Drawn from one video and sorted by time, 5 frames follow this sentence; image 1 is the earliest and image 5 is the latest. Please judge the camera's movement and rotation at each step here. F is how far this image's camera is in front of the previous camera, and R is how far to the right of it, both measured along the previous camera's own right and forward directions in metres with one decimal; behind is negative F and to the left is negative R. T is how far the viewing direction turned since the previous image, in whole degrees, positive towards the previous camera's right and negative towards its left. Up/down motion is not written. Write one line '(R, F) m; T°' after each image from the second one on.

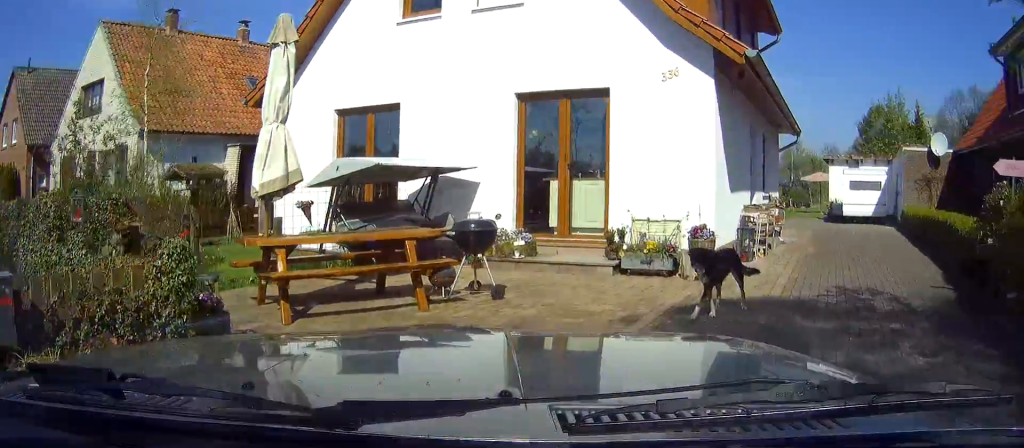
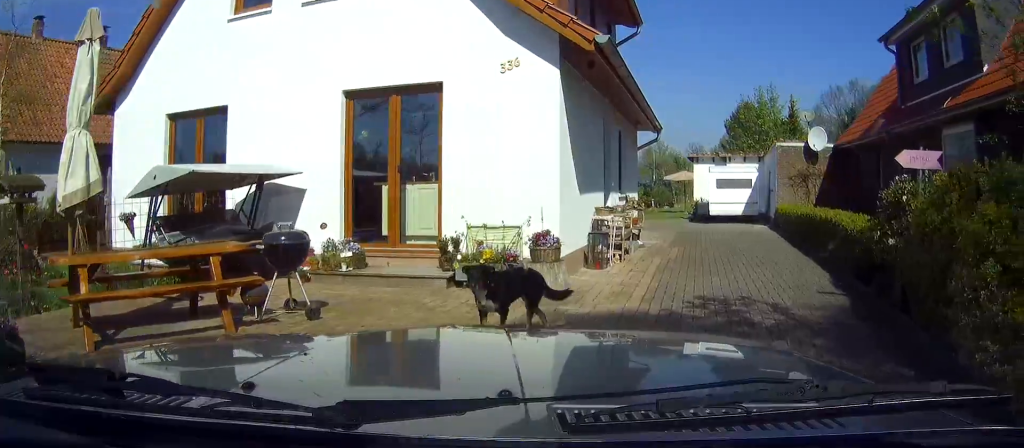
(0.0, +1.0) m; +12°
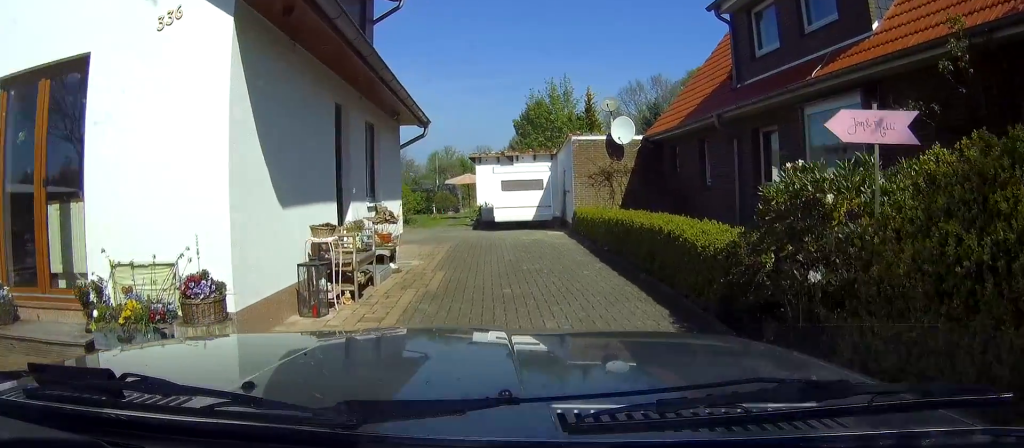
(+0.8, +3.0) m; +17°
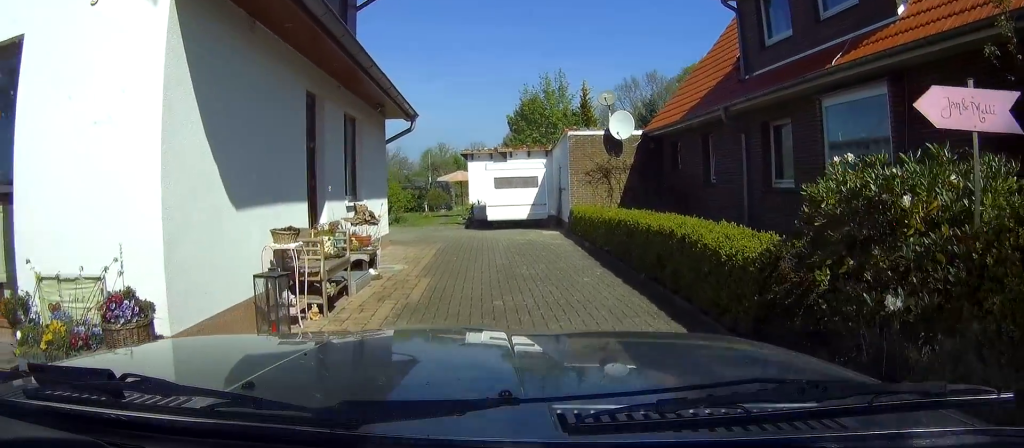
(0.0, +0.9) m; 0°
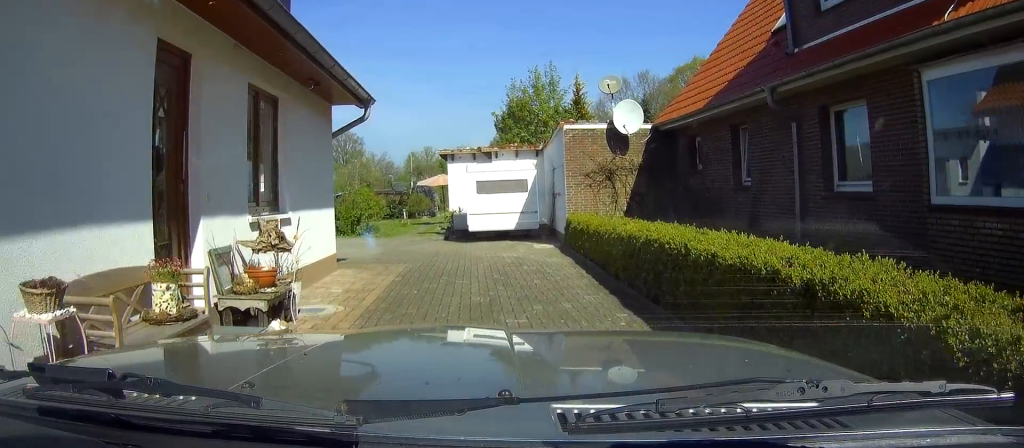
(0.0, +3.5) m; -5°
